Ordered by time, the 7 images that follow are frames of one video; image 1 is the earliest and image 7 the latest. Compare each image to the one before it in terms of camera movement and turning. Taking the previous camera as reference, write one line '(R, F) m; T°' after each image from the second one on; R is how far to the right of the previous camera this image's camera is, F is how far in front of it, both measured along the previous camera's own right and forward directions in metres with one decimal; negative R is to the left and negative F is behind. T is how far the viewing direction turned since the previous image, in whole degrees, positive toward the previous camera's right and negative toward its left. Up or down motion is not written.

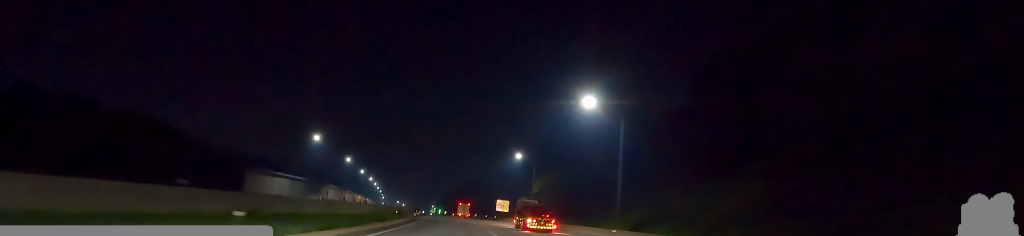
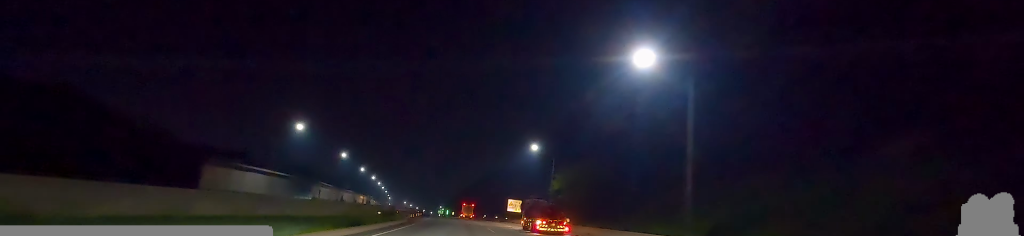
(-0.9, +14.1) m; -1°
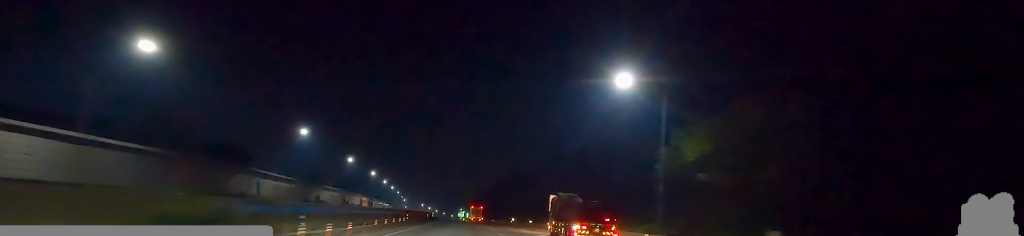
(+1.1, +42.6) m; -1°
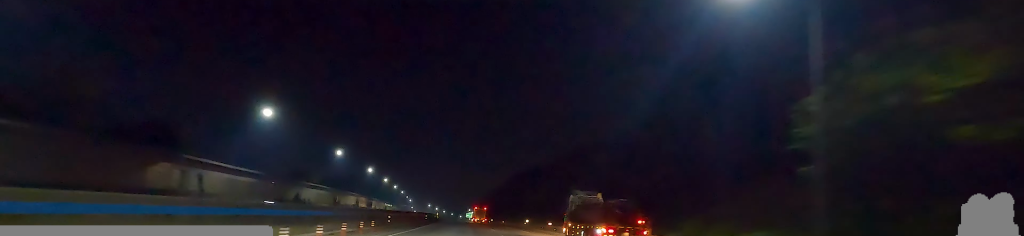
(-0.3, +17.0) m; -2°
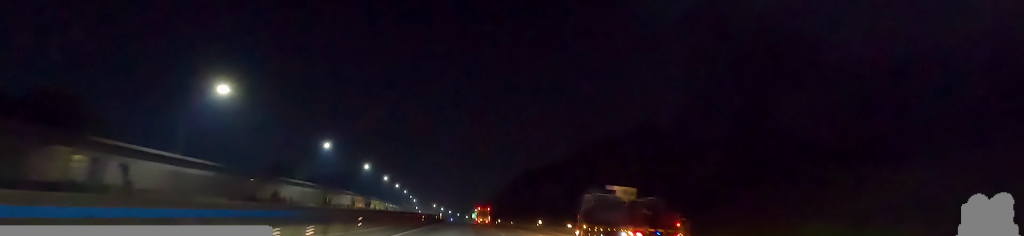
(-0.5, +12.7) m; -1°
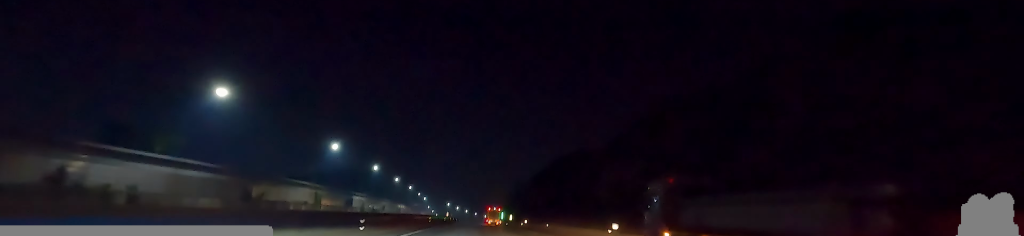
(+0.3, +44.4) m; 0°
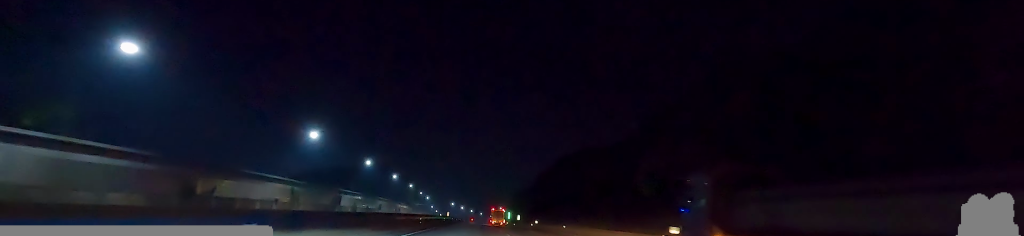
(+0.2, +14.5) m; -1°
